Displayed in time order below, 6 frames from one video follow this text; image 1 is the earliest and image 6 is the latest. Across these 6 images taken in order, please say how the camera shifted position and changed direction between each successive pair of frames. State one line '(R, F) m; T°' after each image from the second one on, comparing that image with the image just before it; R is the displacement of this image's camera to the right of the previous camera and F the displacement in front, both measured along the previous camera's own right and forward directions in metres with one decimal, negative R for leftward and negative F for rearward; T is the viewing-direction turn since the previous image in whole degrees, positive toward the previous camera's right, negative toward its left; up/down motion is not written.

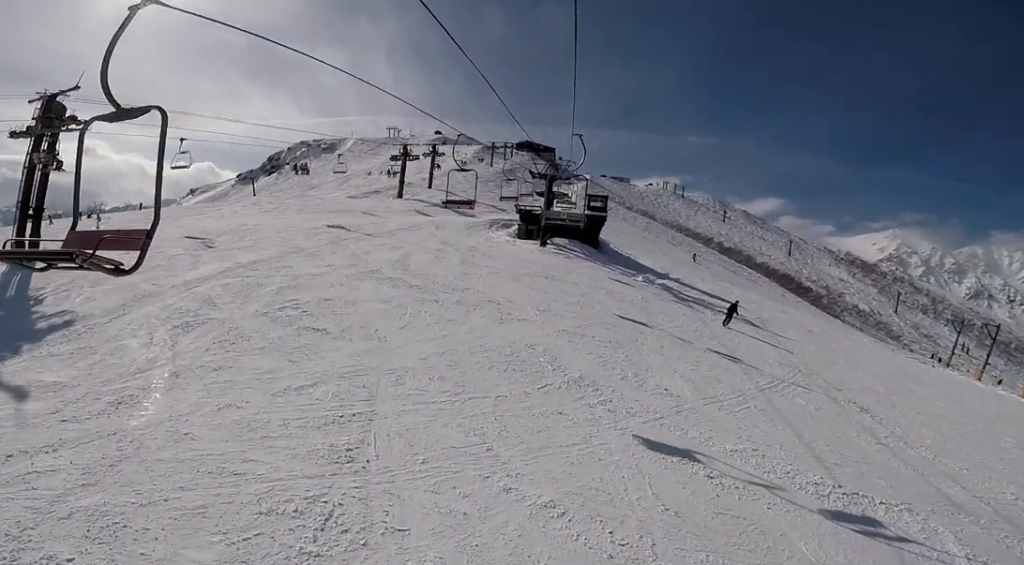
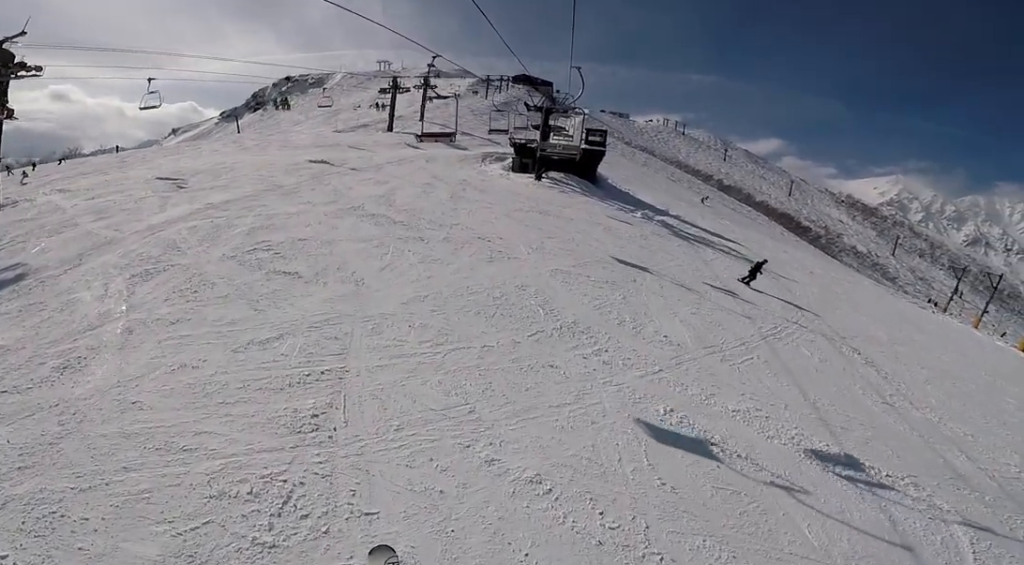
(0.0, +1.0) m; 0°
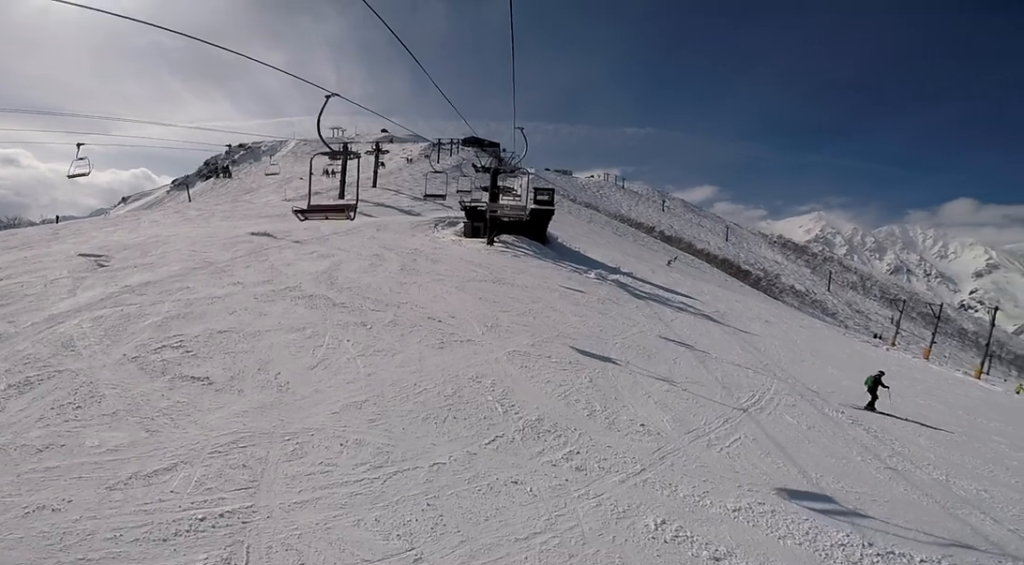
(0.0, +2.1) m; 0°
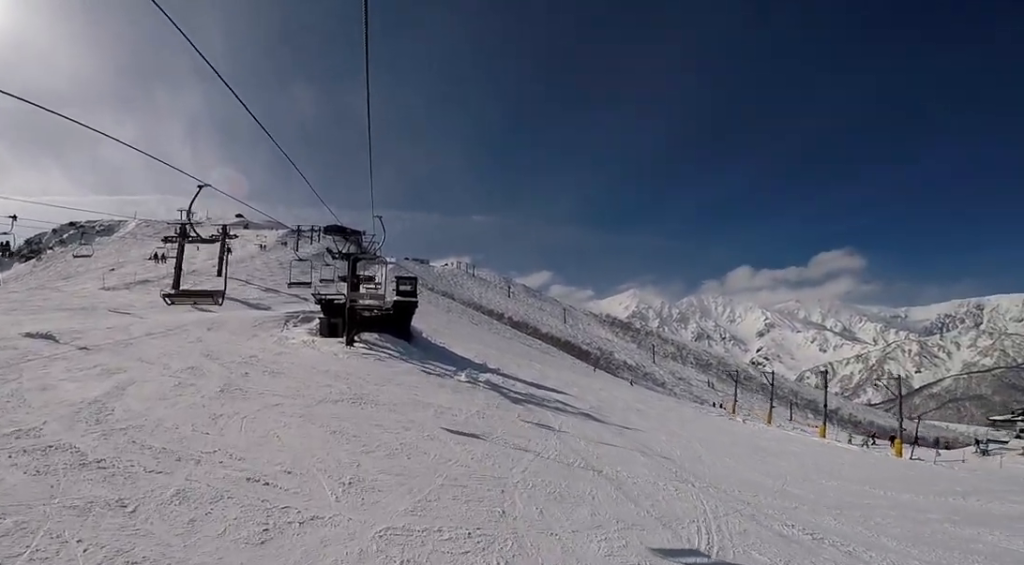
(0.0, +5.6) m; 0°
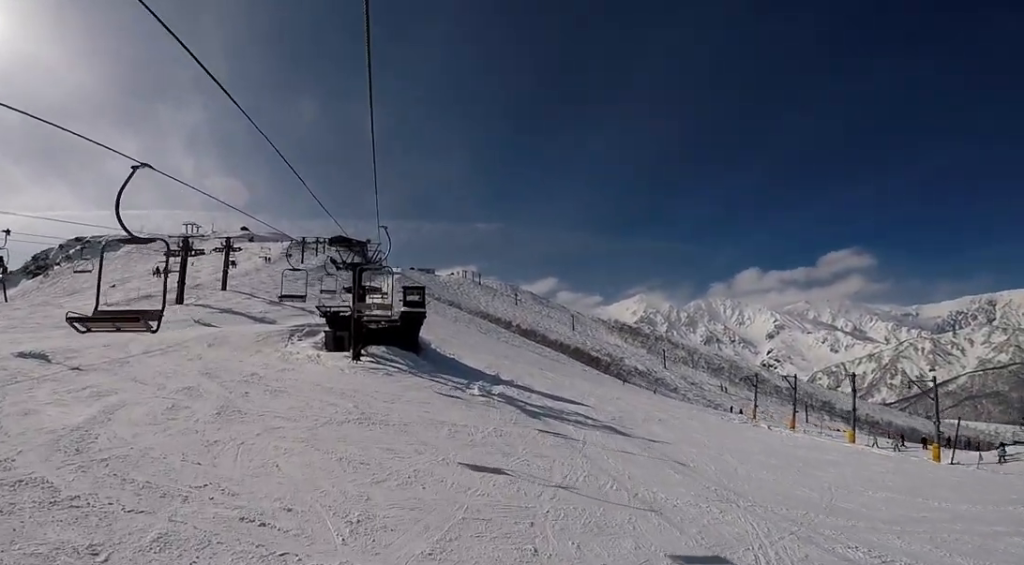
(0.0, +1.4) m; 0°
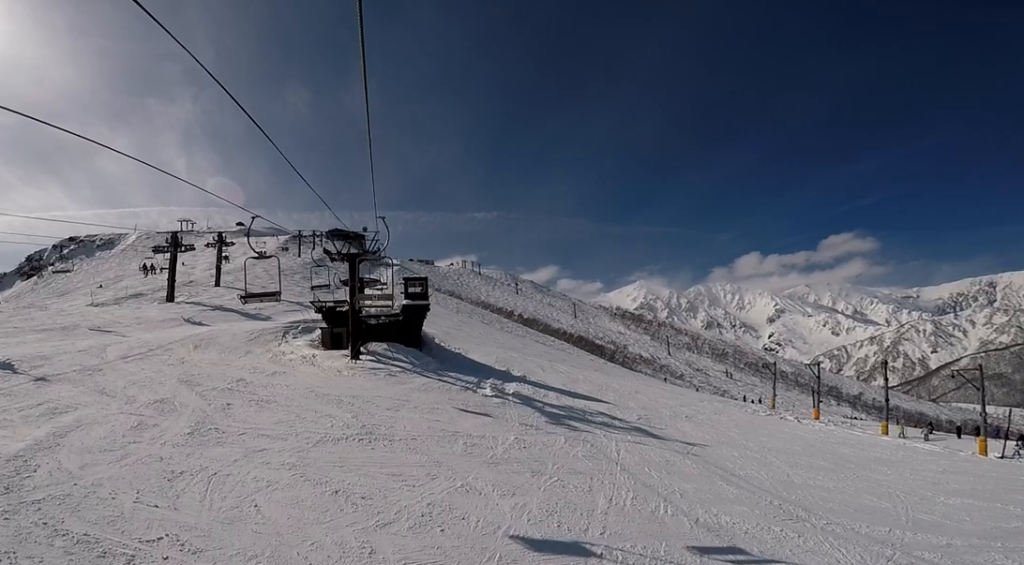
(0.0, +2.6) m; 0°
